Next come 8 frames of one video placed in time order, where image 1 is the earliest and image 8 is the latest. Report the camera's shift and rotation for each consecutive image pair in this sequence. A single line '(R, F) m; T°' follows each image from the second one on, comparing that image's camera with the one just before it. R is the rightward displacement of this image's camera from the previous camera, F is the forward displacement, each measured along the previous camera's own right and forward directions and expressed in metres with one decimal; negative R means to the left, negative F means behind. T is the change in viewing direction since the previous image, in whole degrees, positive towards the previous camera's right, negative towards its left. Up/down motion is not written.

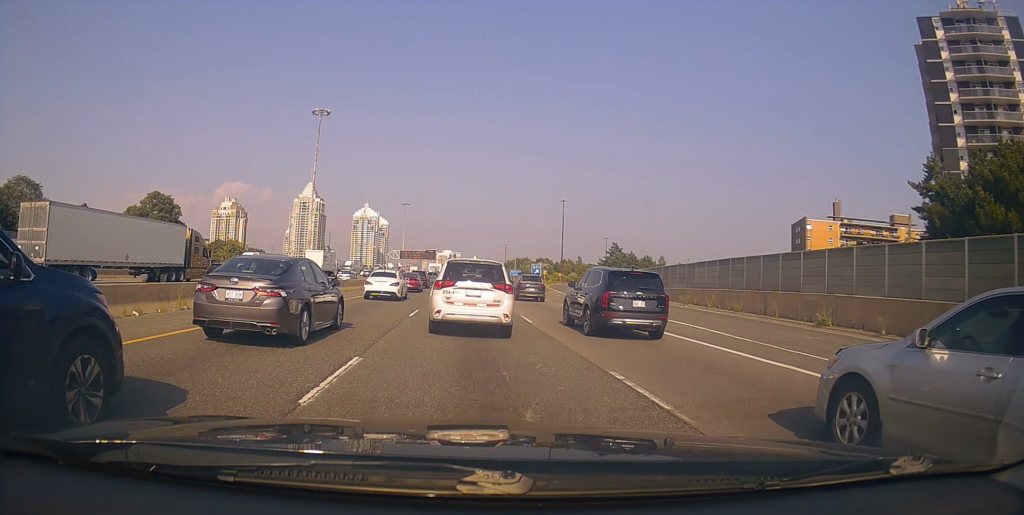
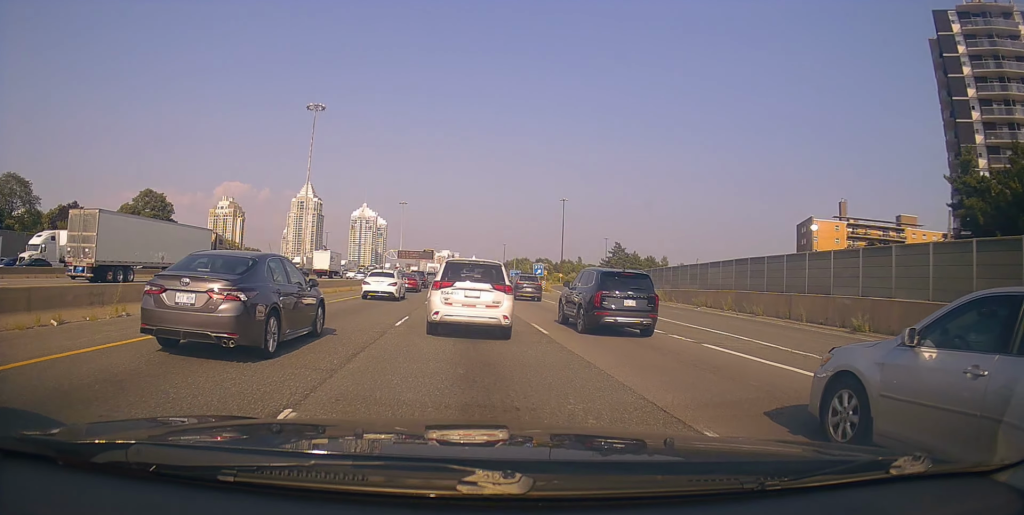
(+0.2, +3.4) m; +5°
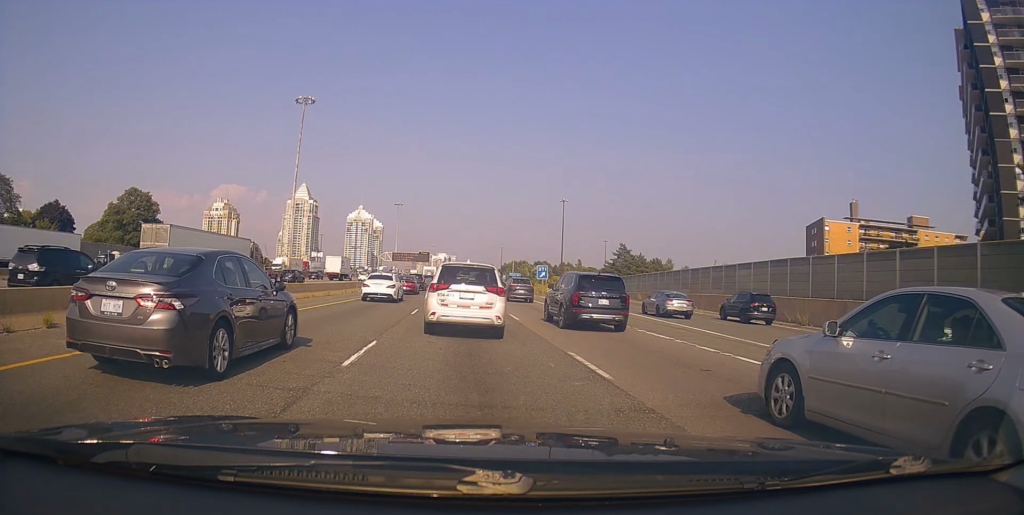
(+0.1, +6.4) m; -5°
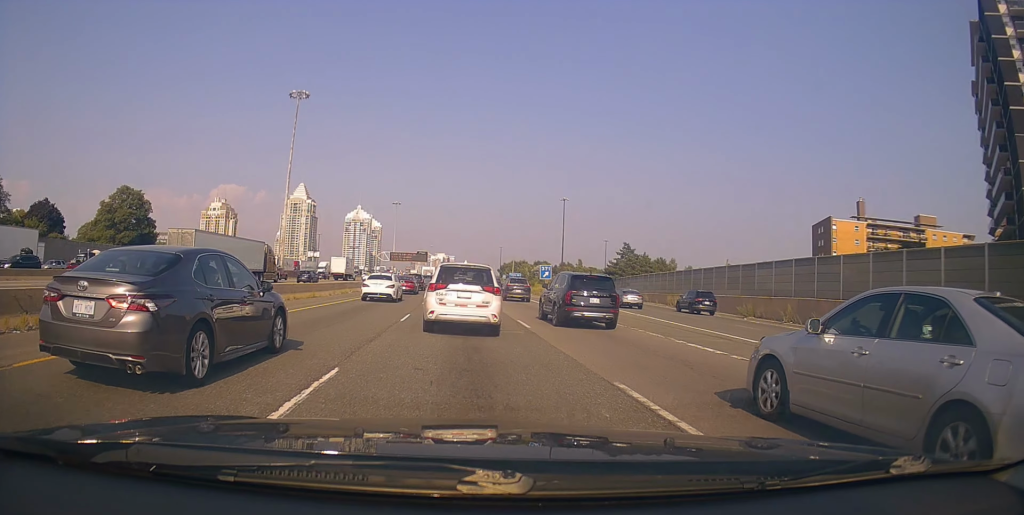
(-0.2, +3.2) m; -1°
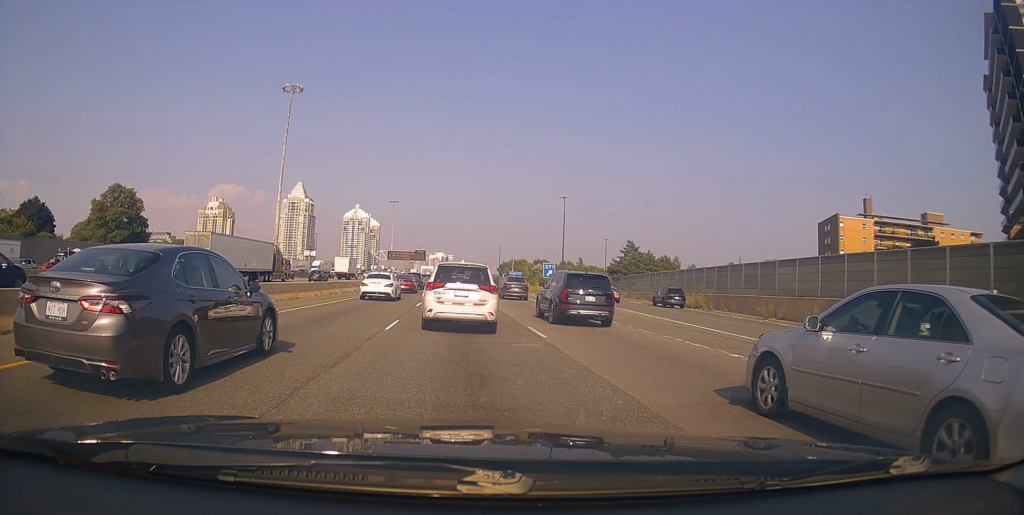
(+0.1, +2.7) m; +4°
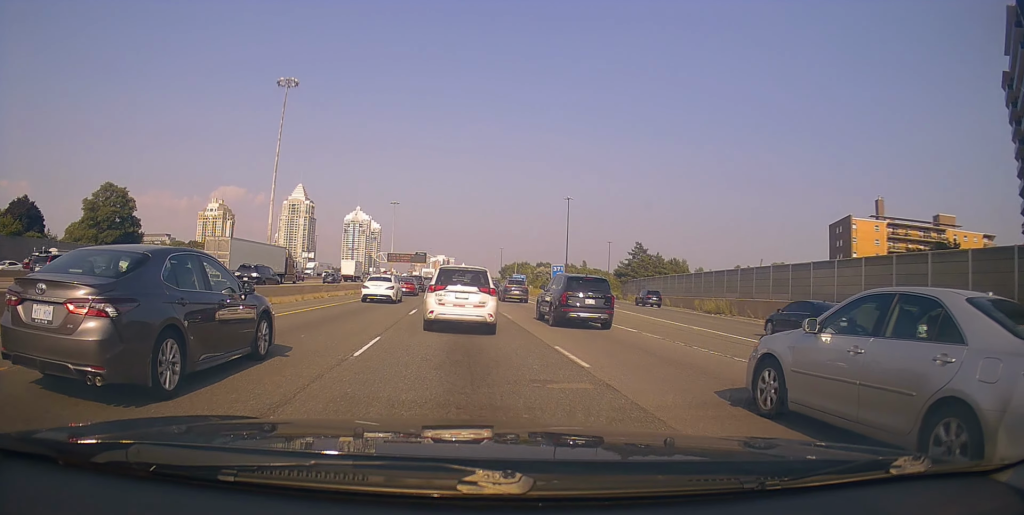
(+0.1, +3.9) m; -3°
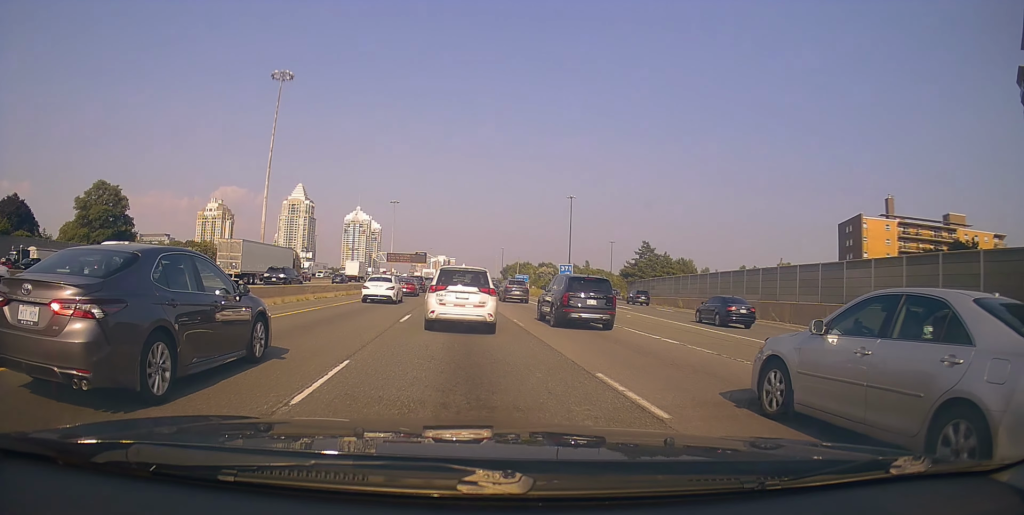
(+0.1, +3.1) m; -3°
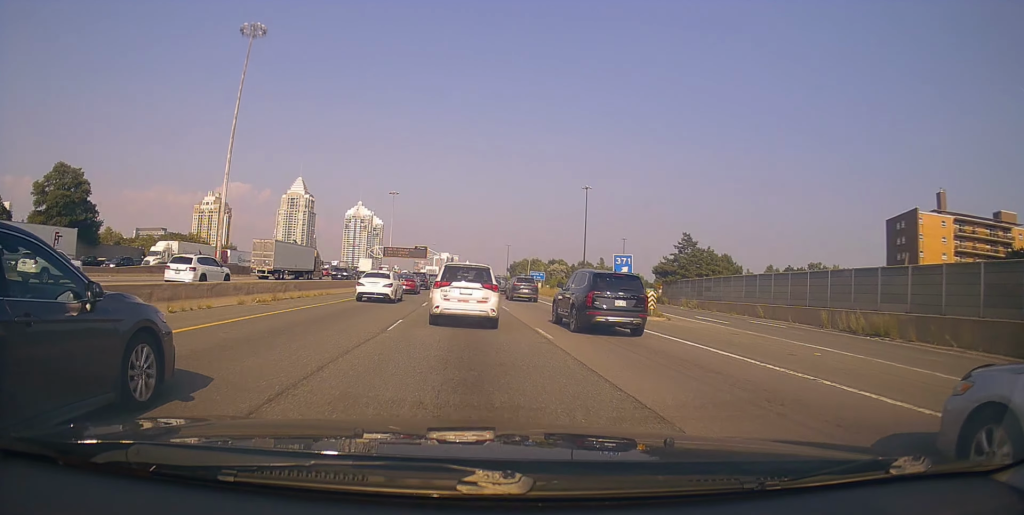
(+0.5, +15.3) m; +3°
